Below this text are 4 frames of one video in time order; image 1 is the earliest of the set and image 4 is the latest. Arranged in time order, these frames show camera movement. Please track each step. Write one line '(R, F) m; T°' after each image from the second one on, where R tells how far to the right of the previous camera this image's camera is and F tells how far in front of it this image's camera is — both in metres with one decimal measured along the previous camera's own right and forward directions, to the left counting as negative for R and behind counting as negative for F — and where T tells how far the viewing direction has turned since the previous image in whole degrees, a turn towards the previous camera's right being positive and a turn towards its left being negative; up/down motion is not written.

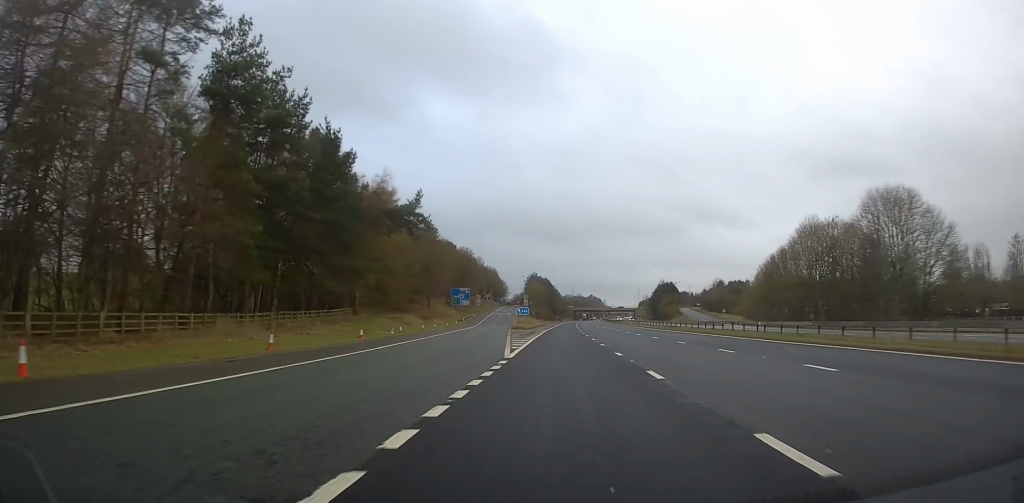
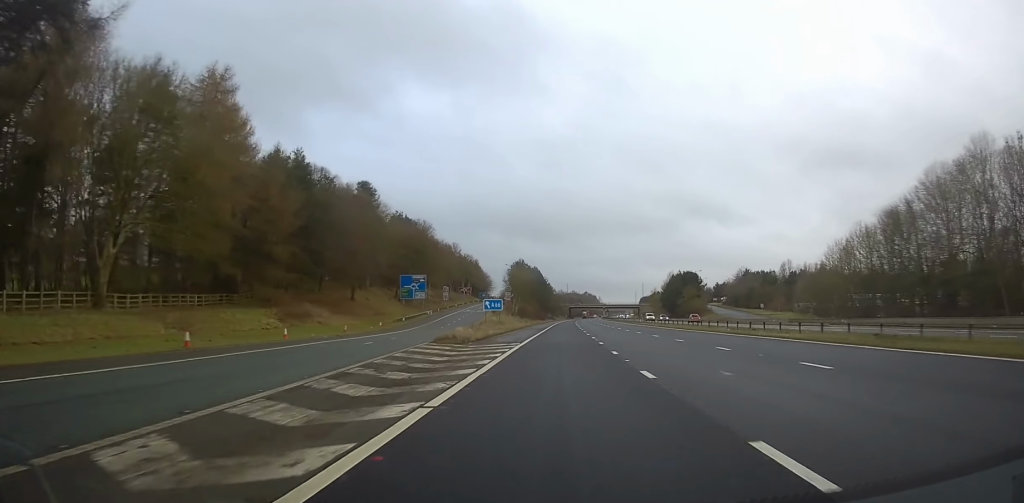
(+1.0, +54.0) m; +1°
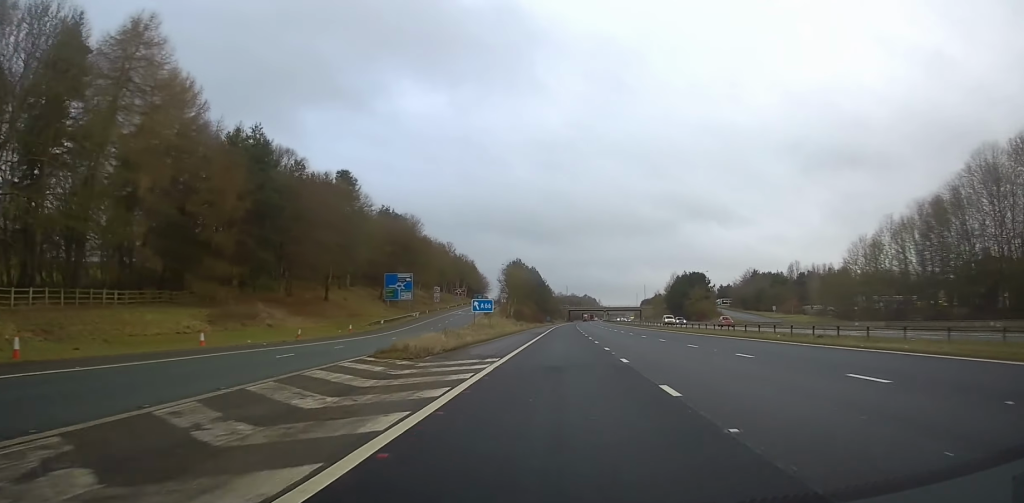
(0.0, +11.1) m; 0°
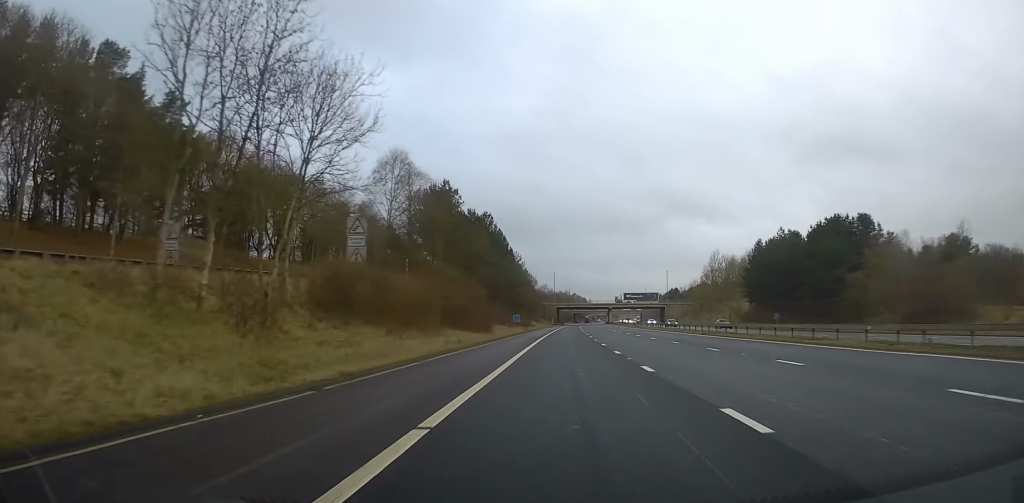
(-0.2, +110.3) m; 0°
